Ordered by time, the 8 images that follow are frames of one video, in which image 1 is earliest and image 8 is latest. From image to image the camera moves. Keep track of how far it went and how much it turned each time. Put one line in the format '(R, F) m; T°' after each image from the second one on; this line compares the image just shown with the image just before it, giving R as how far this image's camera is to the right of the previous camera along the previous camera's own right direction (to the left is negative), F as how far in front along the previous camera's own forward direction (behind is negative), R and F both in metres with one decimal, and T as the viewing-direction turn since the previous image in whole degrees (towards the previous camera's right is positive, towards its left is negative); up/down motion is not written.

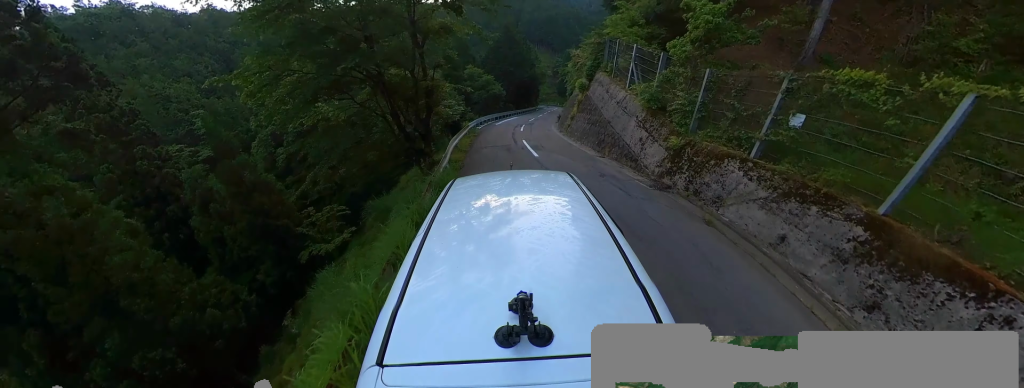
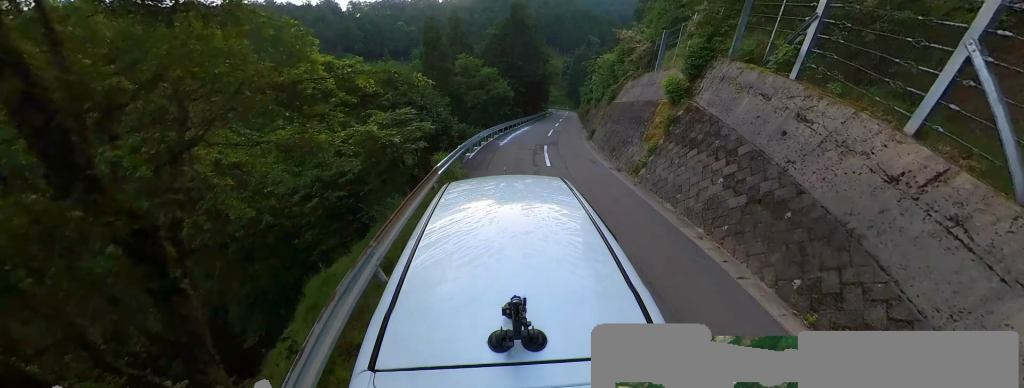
(+0.4, +10.6) m; +11°
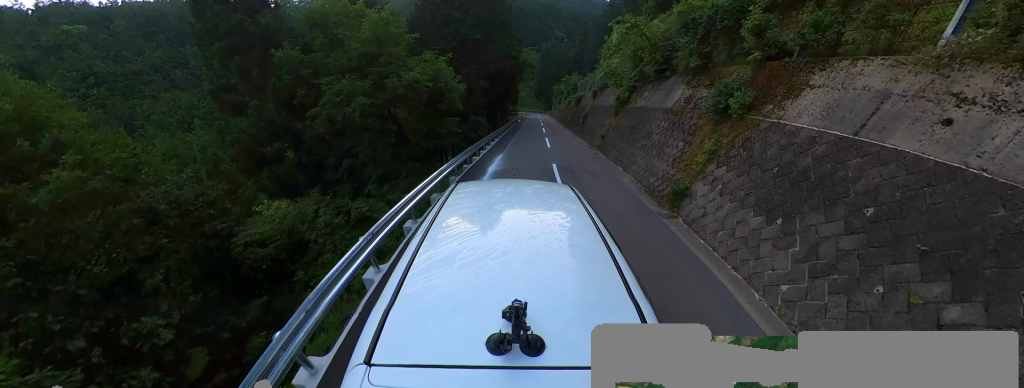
(+2.8, +15.7) m; +9°
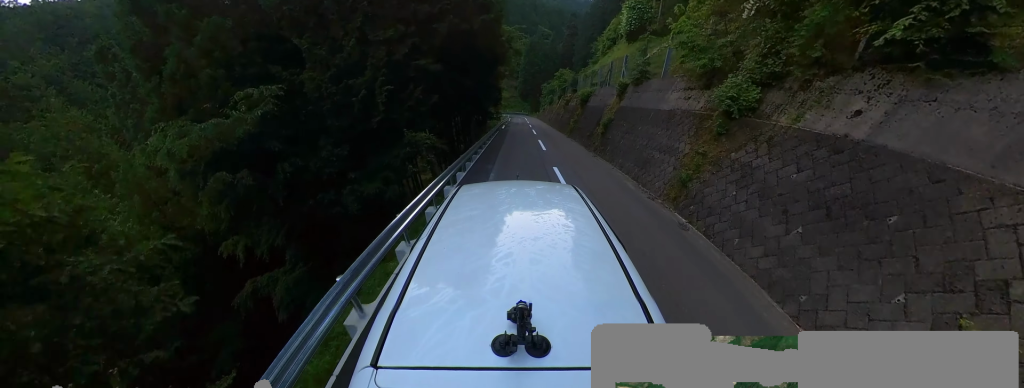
(-1.0, +10.8) m; -5°
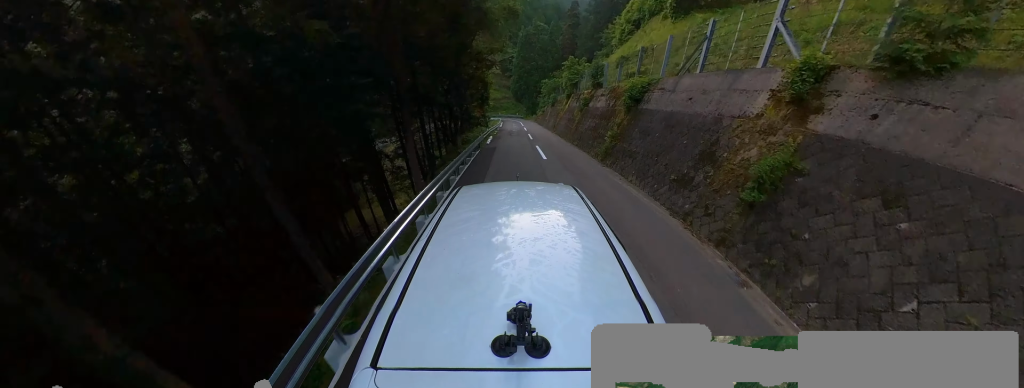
(+0.5, +11.7) m; +7°
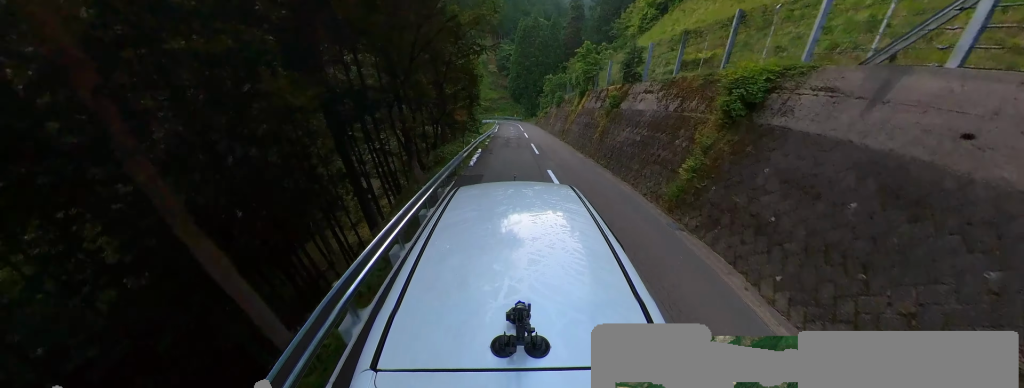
(+0.2, +7.5) m; +2°
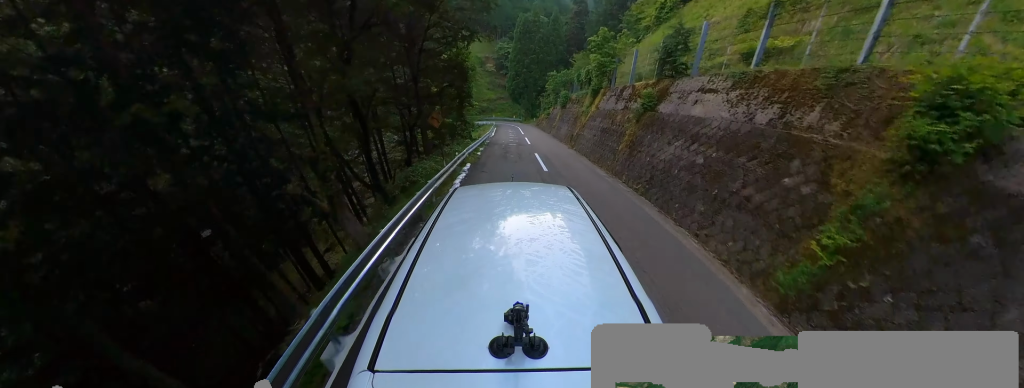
(0.0, +4.5) m; +1°
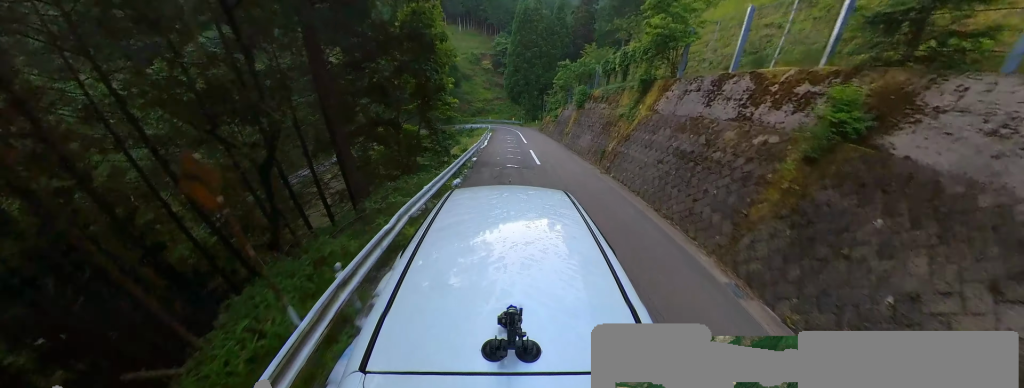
(0.0, +8.7) m; 0°
